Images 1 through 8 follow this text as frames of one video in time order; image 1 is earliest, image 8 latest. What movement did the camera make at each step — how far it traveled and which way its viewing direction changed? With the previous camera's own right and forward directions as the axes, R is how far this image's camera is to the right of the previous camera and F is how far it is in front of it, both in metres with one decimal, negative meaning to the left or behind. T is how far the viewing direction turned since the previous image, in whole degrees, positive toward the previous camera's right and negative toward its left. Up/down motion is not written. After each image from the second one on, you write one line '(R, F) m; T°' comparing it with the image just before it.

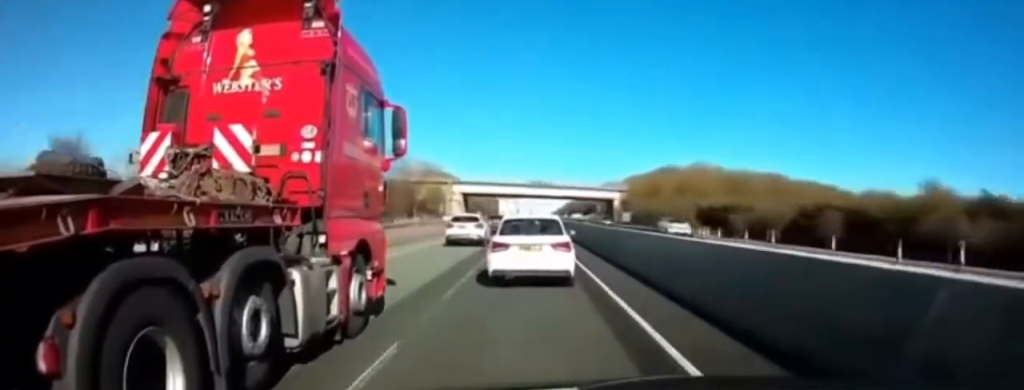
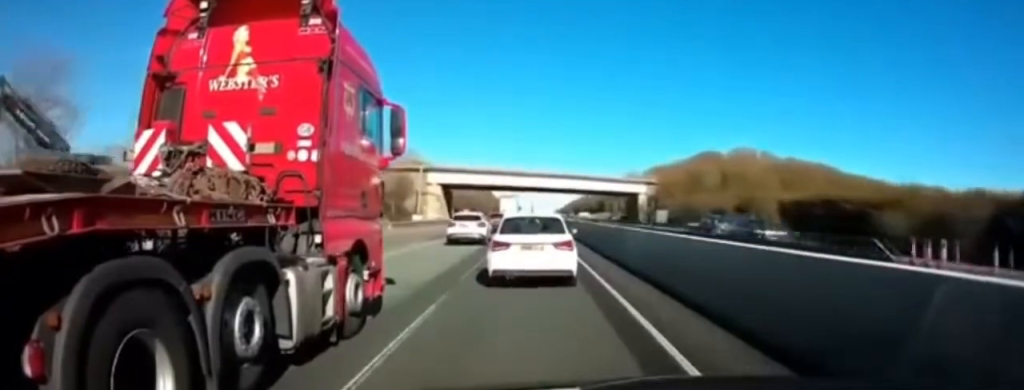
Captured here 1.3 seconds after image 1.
(+0.2, +27.0) m; +1°
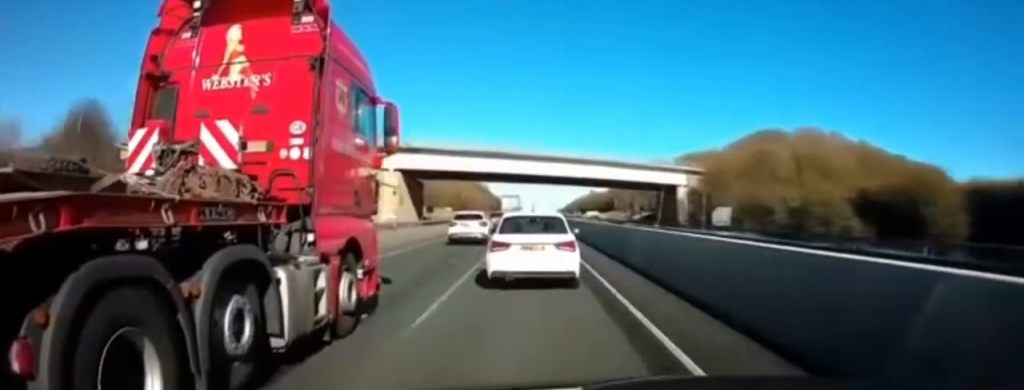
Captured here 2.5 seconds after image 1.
(-0.1, +25.4) m; -1°
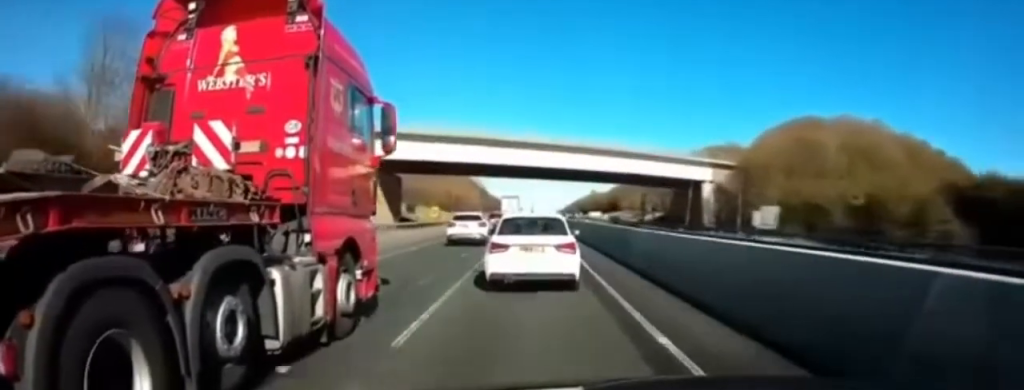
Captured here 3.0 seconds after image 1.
(-0.1, +11.2) m; 0°
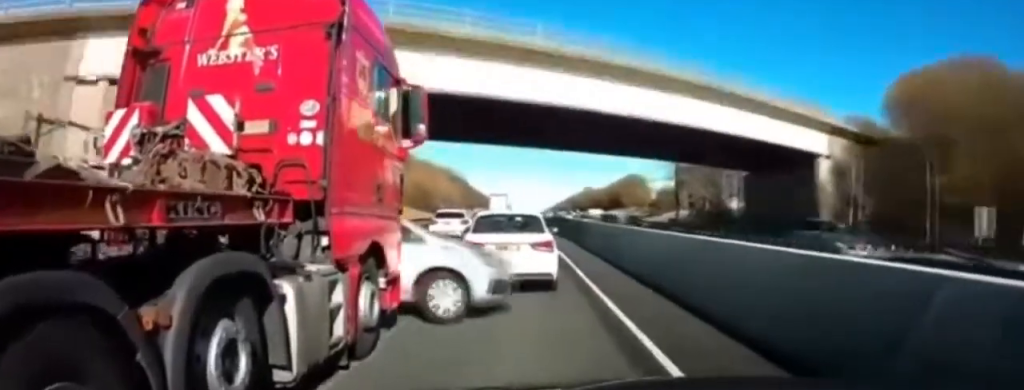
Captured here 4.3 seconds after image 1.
(+0.1, +27.9) m; +1°
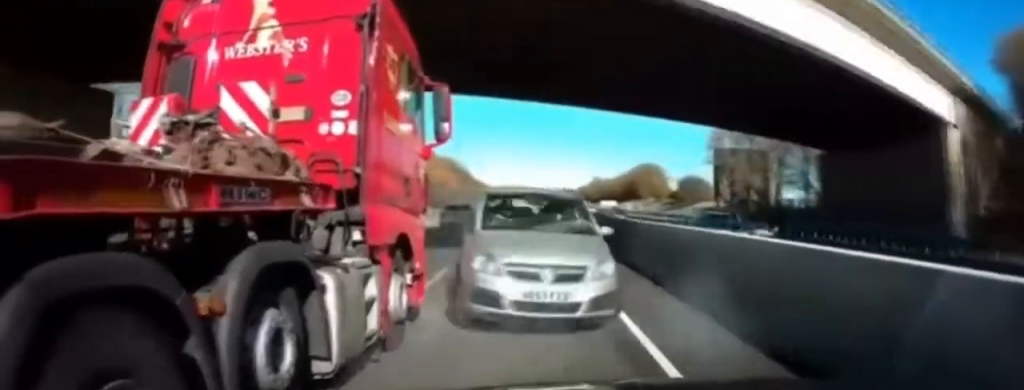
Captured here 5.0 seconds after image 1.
(+0.1, +13.7) m; 0°
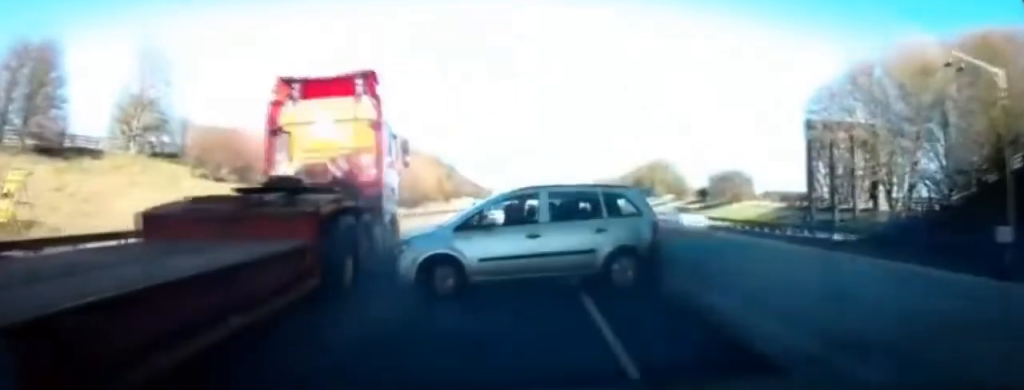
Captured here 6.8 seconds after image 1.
(-0.6, +33.8) m; -3°
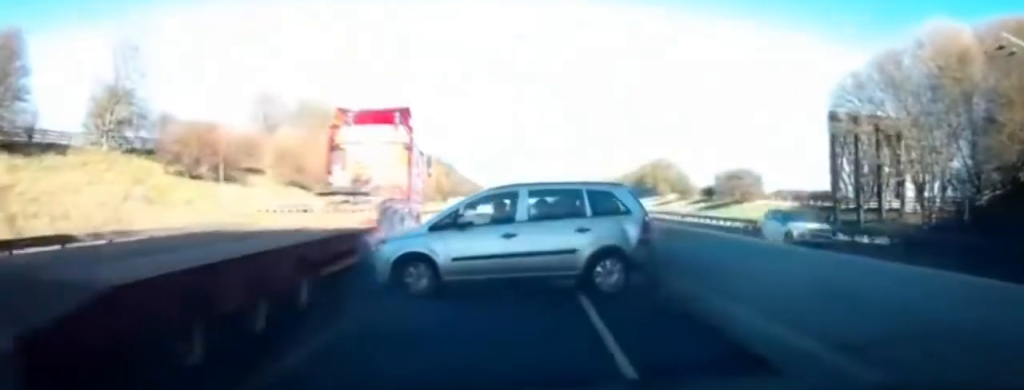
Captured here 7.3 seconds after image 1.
(0.0, +9.0) m; -2°
